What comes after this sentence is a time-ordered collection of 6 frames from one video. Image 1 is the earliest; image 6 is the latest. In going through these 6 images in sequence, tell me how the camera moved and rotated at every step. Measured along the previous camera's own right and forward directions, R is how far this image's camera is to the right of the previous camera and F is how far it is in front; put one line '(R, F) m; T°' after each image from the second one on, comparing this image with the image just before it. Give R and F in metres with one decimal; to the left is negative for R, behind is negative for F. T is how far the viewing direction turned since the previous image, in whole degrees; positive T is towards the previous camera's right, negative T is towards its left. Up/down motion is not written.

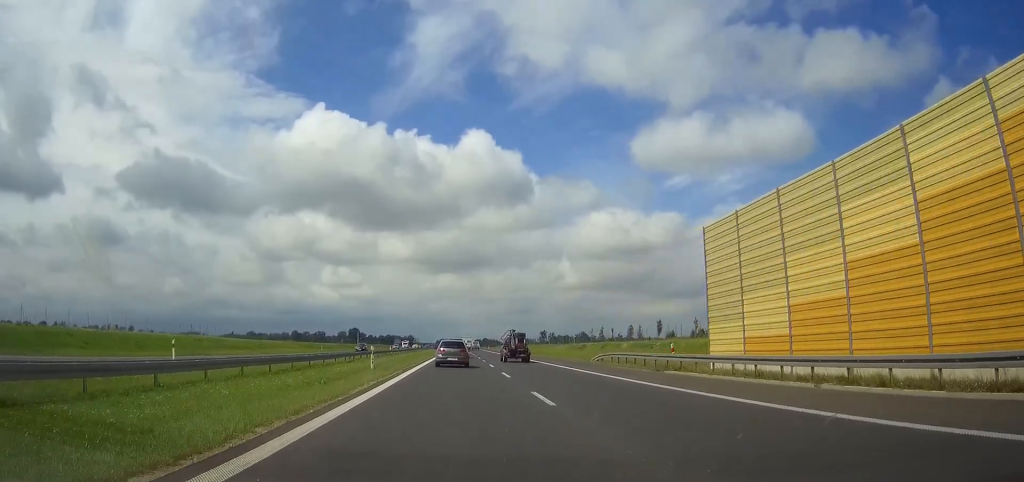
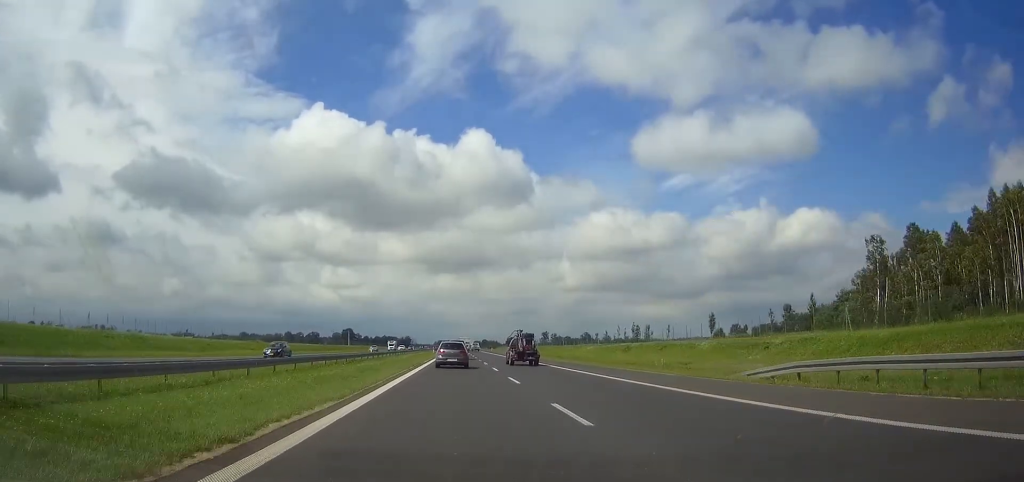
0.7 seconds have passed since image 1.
(-0.1, +27.5) m; 0°
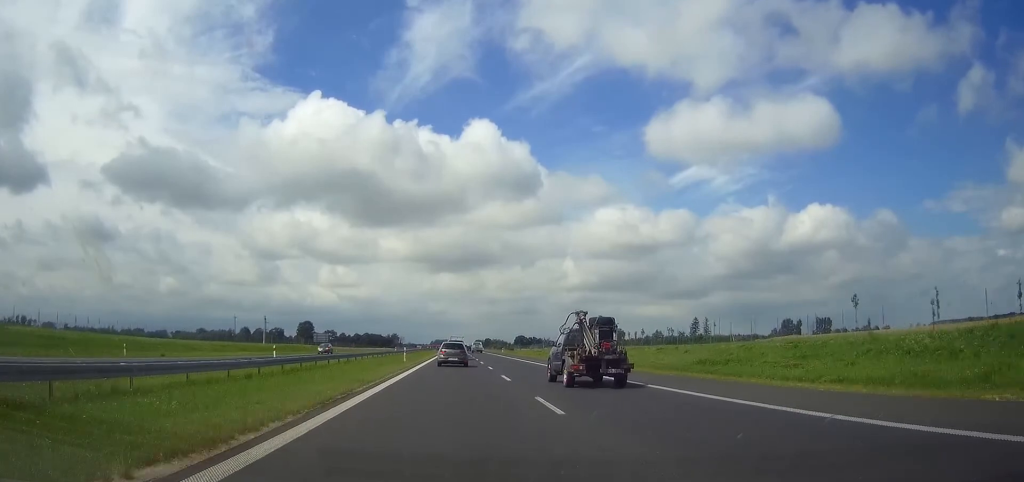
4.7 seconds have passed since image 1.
(+0.2, +155.7) m; 0°
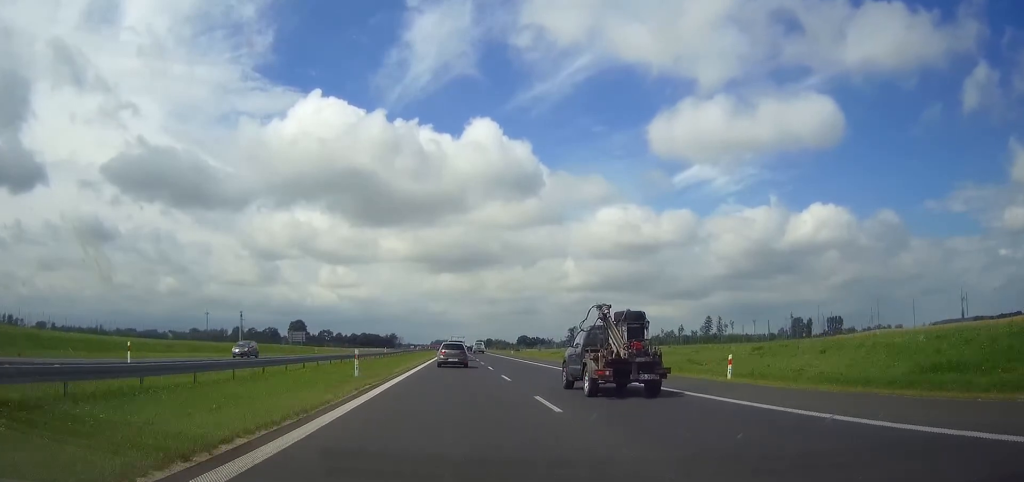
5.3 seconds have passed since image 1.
(0.0, +23.6) m; 0°
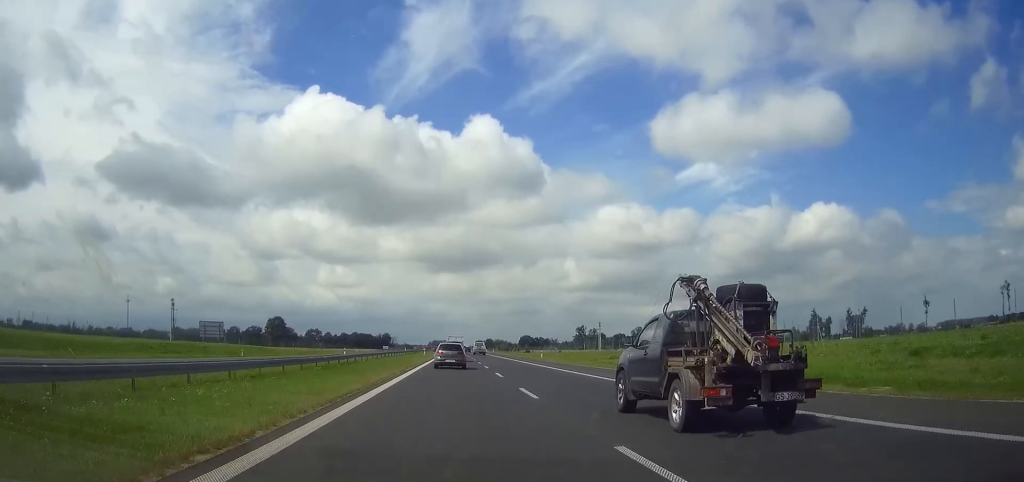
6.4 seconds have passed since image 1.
(0.0, +44.4) m; 0°
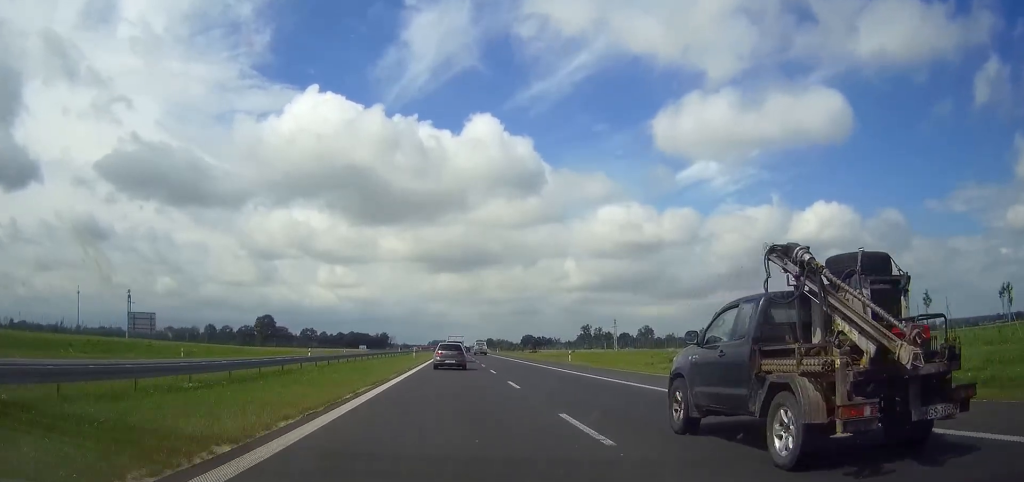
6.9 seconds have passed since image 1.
(0.0, +19.5) m; 0°
